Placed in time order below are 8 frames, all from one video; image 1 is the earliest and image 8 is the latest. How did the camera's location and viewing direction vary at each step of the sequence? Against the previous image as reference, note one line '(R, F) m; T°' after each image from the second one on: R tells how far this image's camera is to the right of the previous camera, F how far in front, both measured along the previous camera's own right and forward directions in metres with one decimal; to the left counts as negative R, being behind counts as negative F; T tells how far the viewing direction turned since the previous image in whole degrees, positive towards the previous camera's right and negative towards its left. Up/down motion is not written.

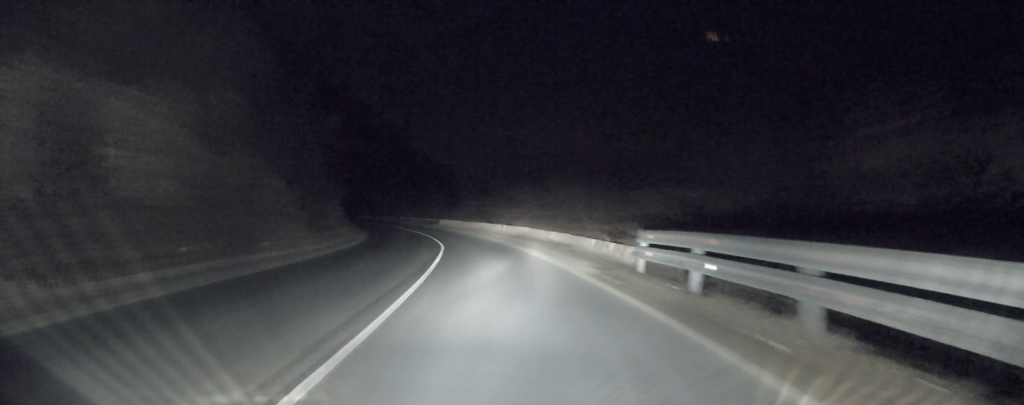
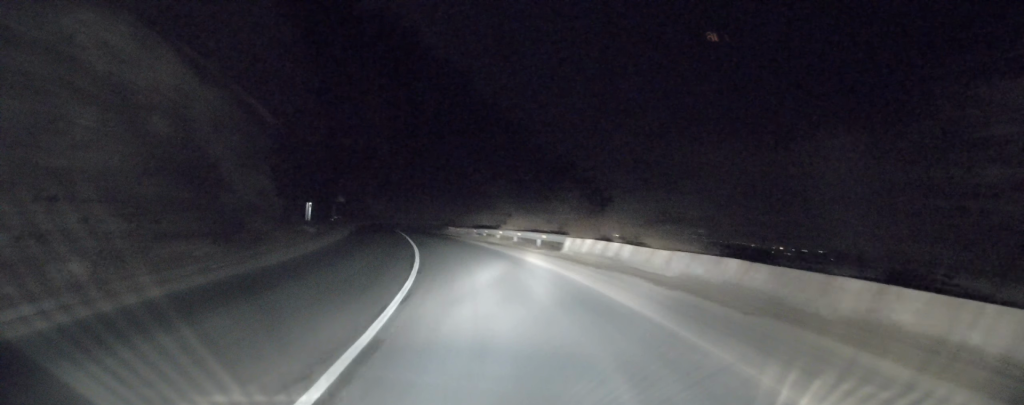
(-4.8, +34.7) m; -14°
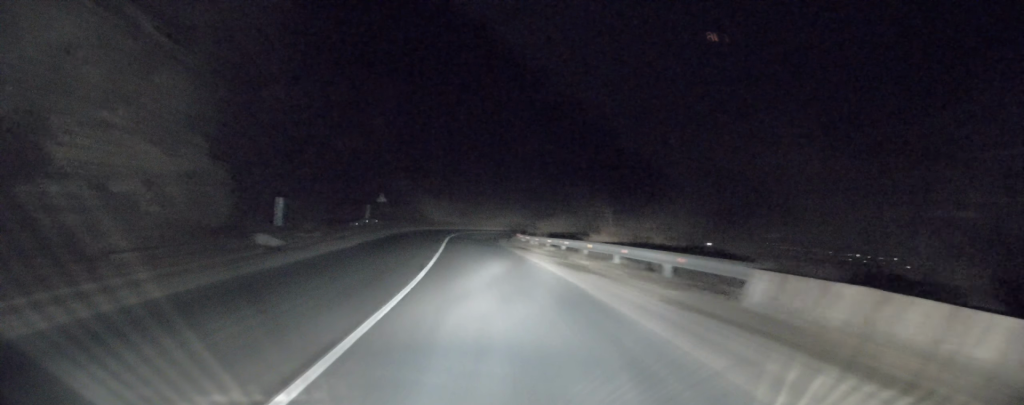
(-0.4, +13.0) m; -4°
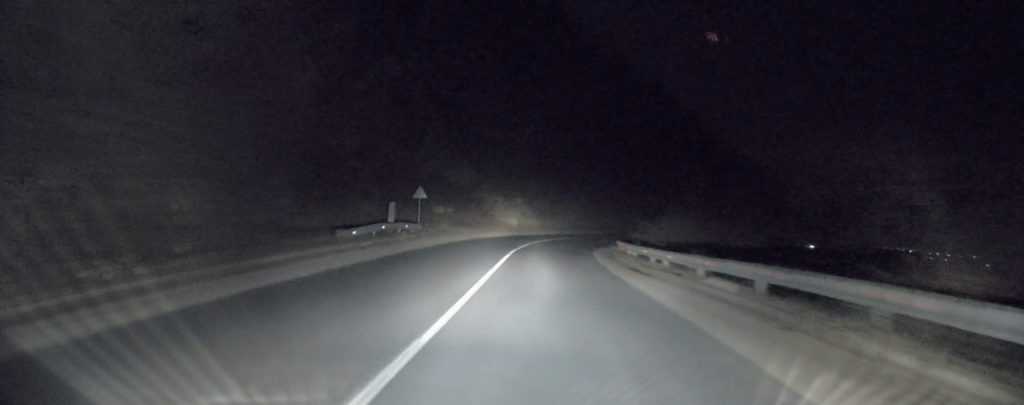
(-0.7, +15.1) m; -5°
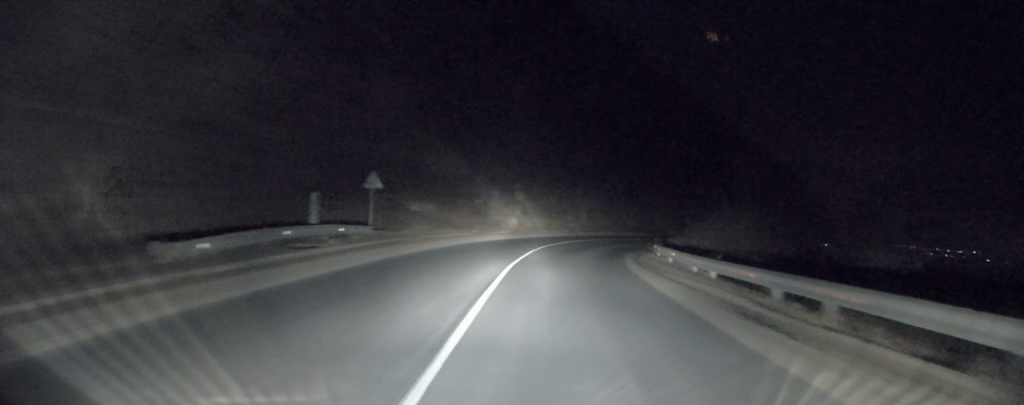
(-0.5, +10.4) m; -1°
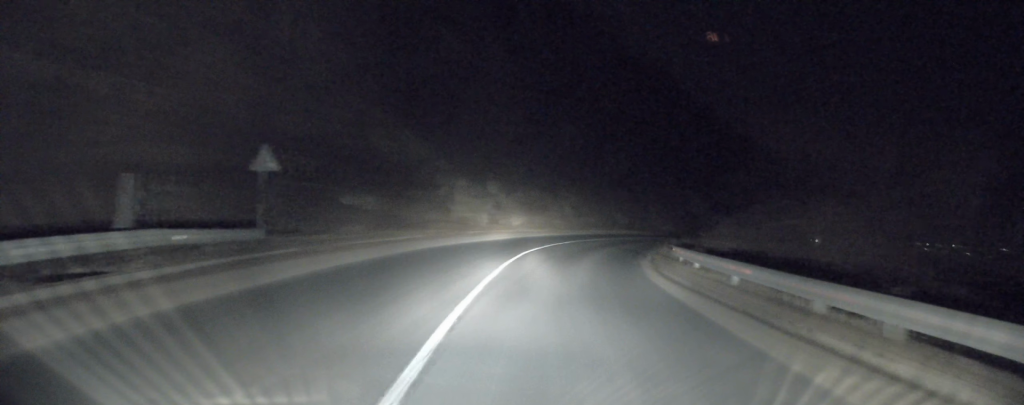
(-0.1, +8.2) m; 0°
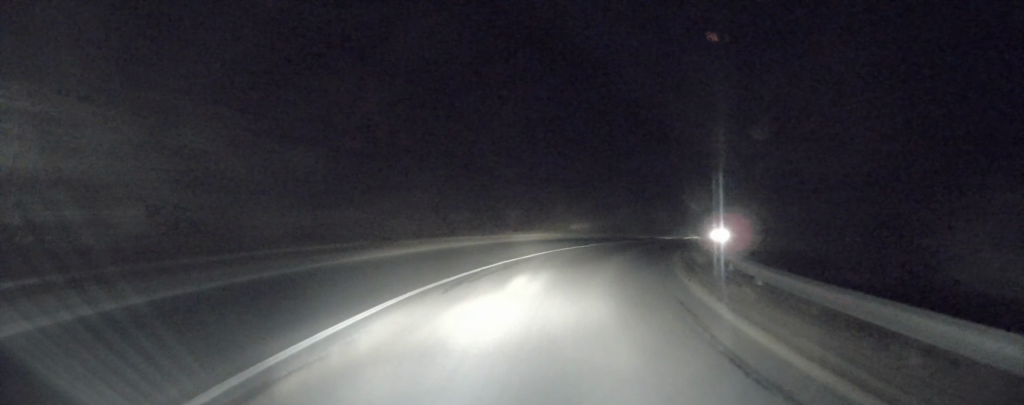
(+1.1, +24.4) m; +9°
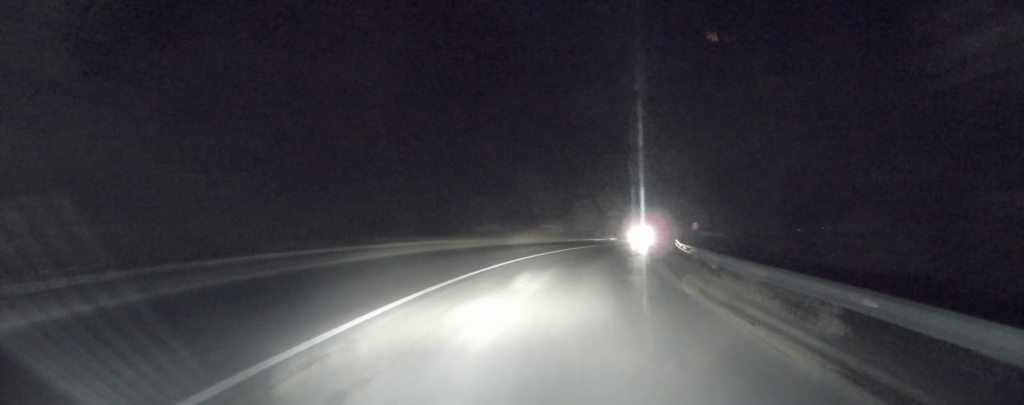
(+1.0, +12.9) m; +8°
